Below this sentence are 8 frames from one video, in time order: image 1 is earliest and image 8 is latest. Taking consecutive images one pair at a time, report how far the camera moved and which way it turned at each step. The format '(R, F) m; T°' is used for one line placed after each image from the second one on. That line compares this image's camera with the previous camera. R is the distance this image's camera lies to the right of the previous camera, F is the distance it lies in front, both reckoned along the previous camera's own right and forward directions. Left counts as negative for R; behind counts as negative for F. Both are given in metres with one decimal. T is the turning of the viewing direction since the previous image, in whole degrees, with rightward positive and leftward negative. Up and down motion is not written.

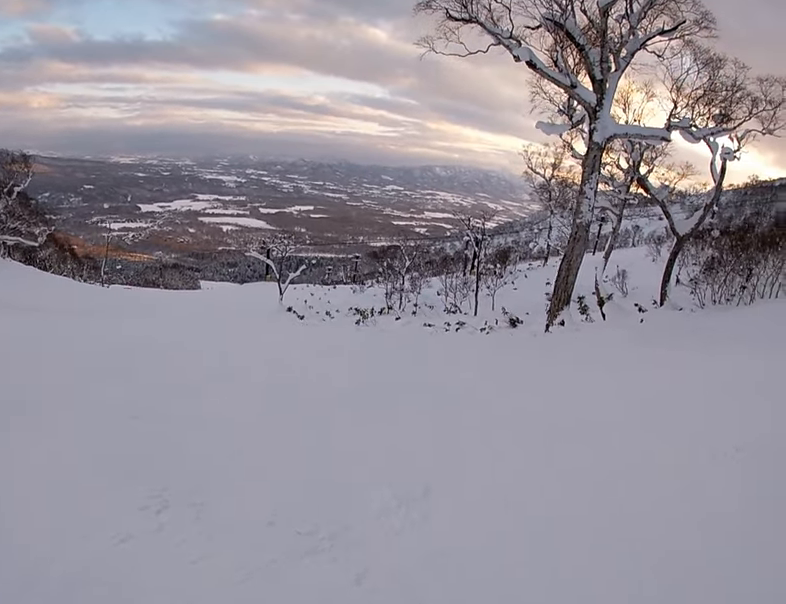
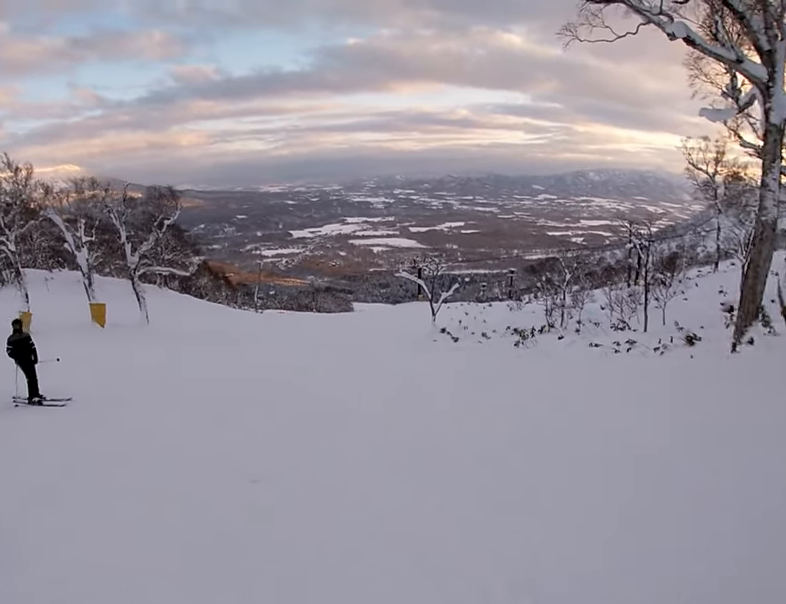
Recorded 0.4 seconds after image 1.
(-0.5, +1.7) m; -9°
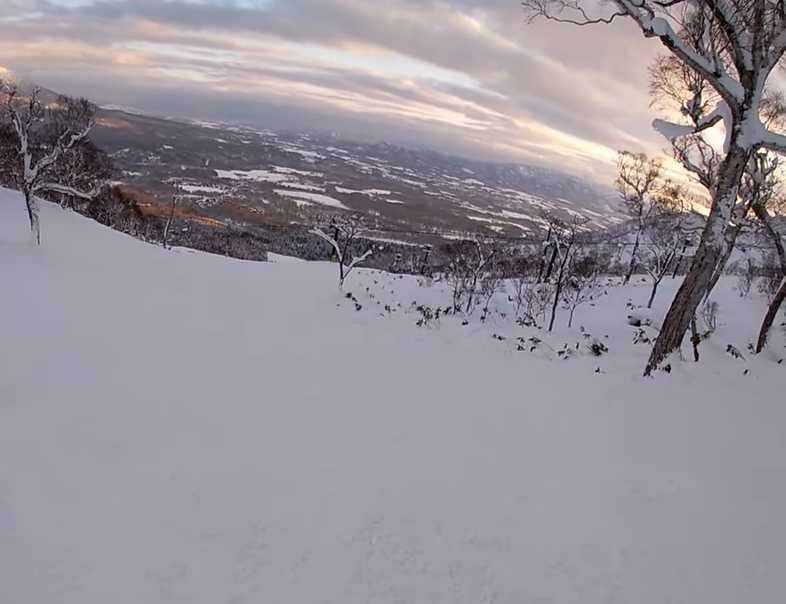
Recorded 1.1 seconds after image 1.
(-0.4, +2.7) m; -13°
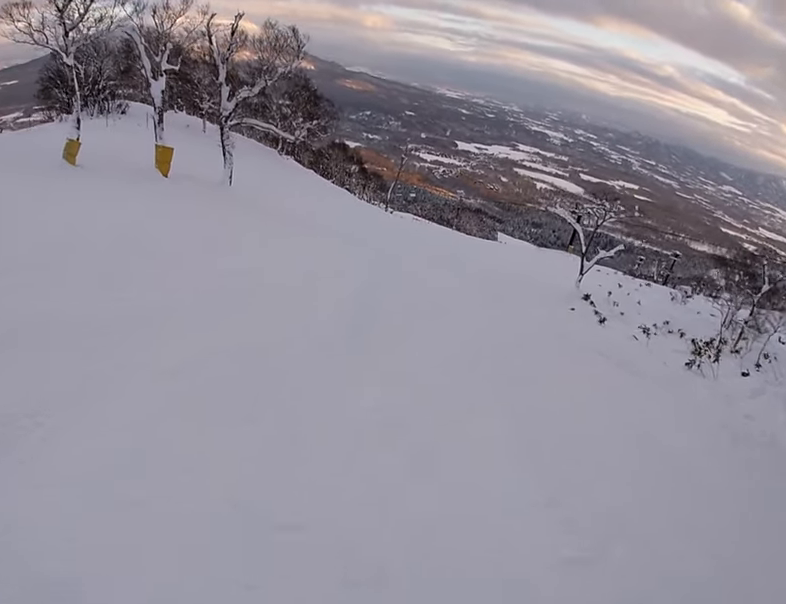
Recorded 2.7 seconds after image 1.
(-1.7, +7.5) m; -17°
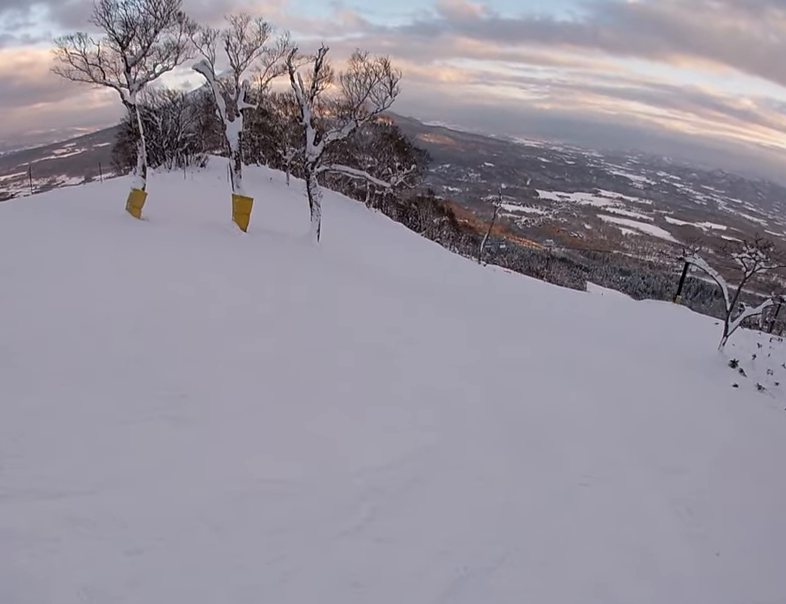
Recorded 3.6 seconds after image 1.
(0.0, +5.5) m; +12°
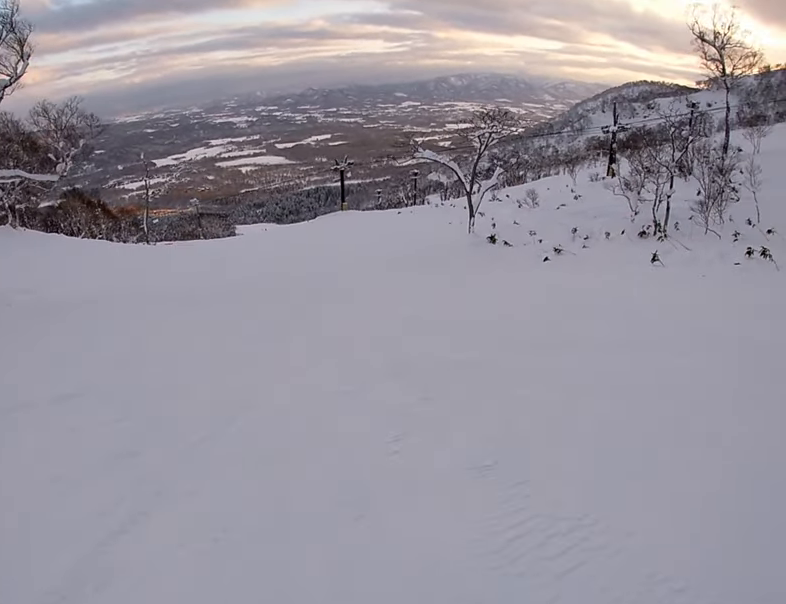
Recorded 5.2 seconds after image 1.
(+3.3, +8.6) m; +35°
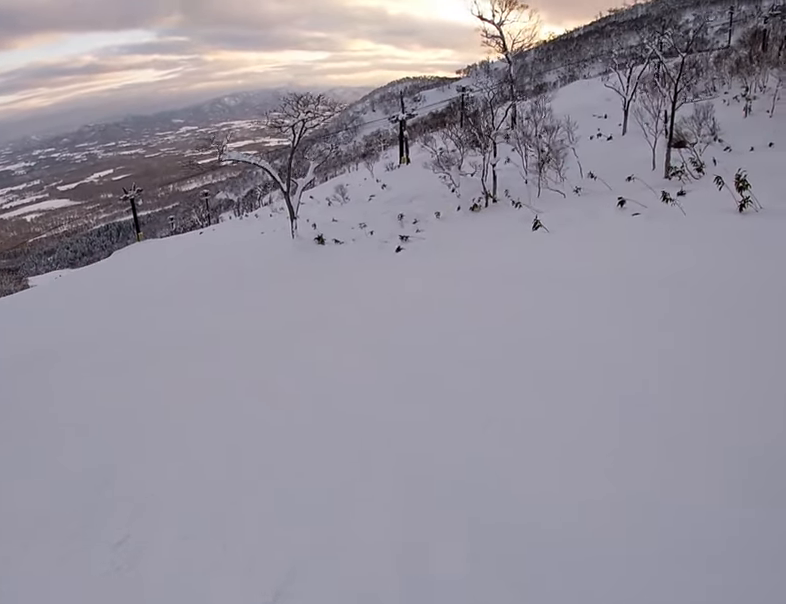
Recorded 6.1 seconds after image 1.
(+0.8, +4.9) m; -5°
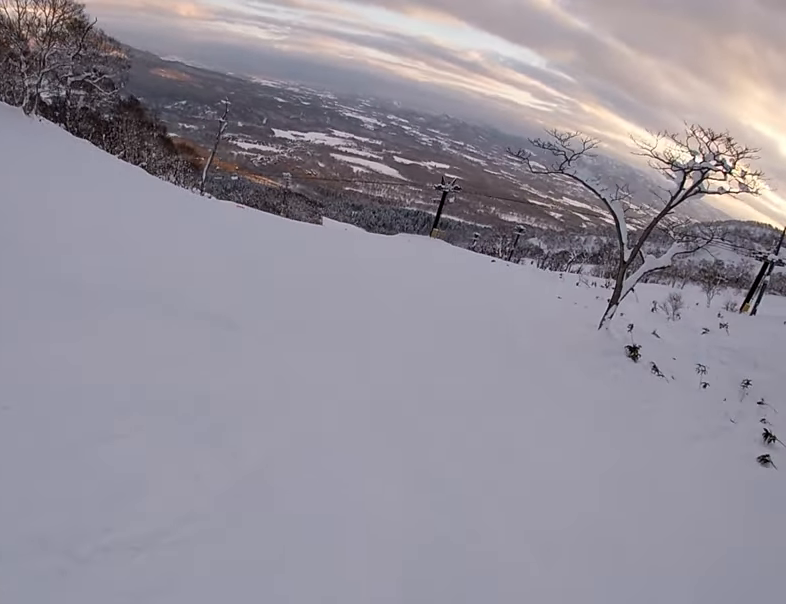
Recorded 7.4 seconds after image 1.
(-2.1, +7.5) m; -25°
